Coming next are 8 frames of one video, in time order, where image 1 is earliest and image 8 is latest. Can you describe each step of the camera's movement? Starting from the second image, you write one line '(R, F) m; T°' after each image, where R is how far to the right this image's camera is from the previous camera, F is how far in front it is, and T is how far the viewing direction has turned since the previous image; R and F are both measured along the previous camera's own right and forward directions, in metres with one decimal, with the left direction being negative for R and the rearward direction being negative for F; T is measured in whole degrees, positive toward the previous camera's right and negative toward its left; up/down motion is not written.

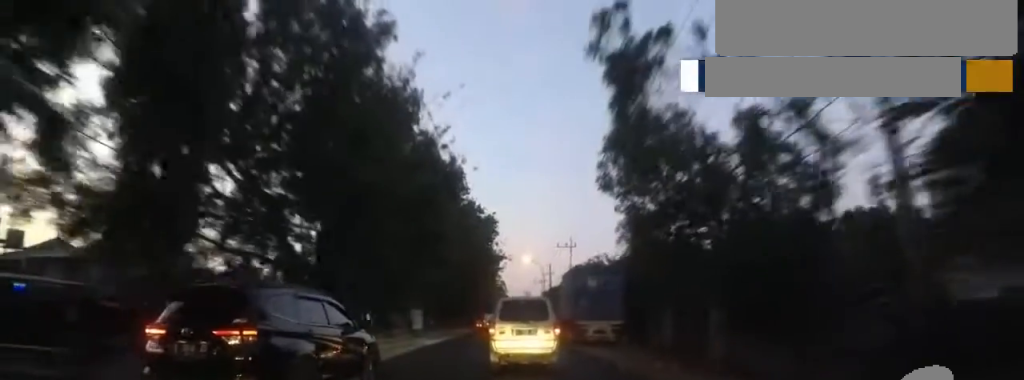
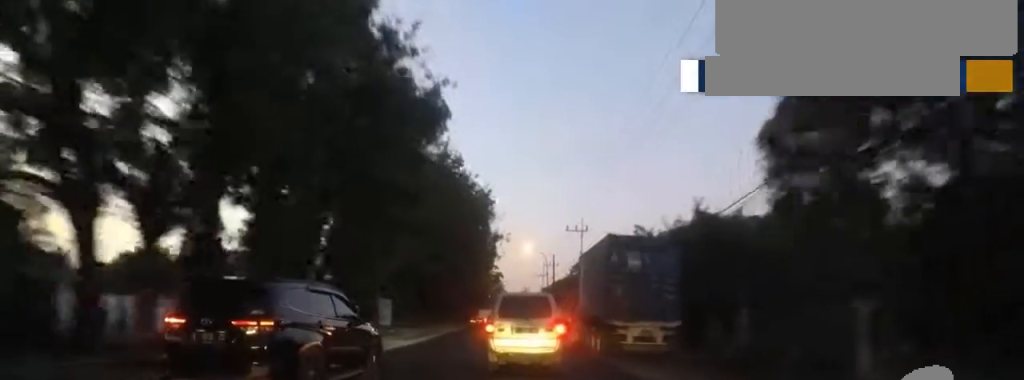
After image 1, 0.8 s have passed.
(-0.7, +7.6) m; 0°
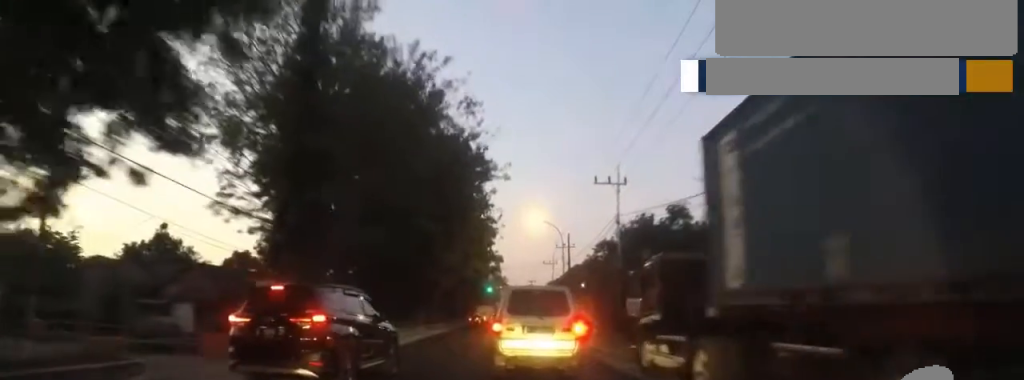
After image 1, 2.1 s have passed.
(+0.6, +12.2) m; -4°
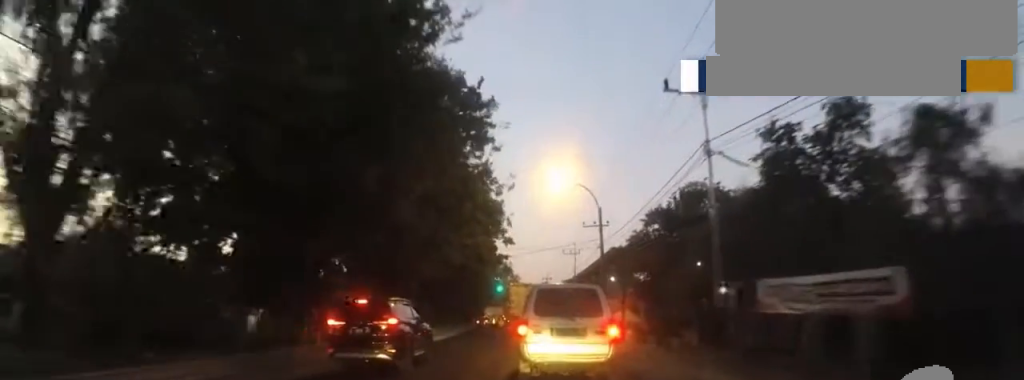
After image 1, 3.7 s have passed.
(-1.0, +11.2) m; -5°
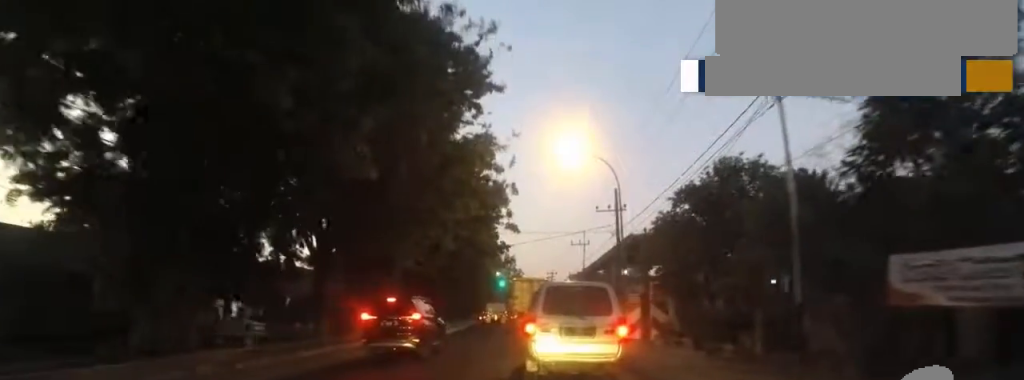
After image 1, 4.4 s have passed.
(0.0, +4.1) m; 0°
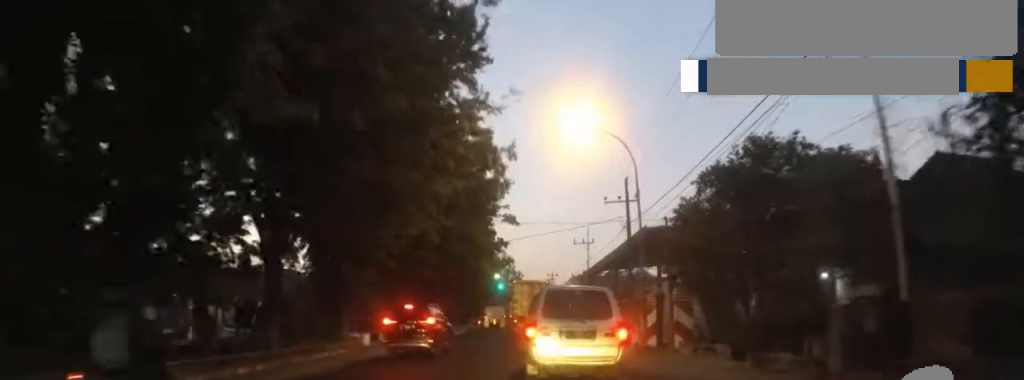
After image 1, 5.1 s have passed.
(0.0, +3.2) m; 0°
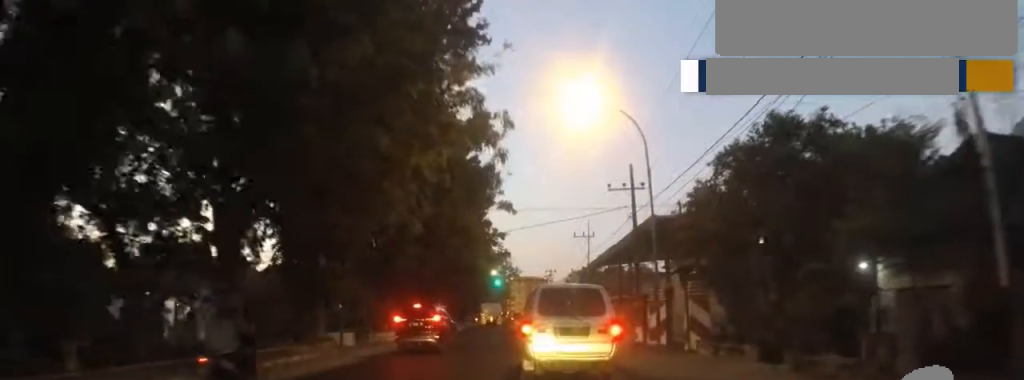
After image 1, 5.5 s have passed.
(0.0, +2.0) m; 0°
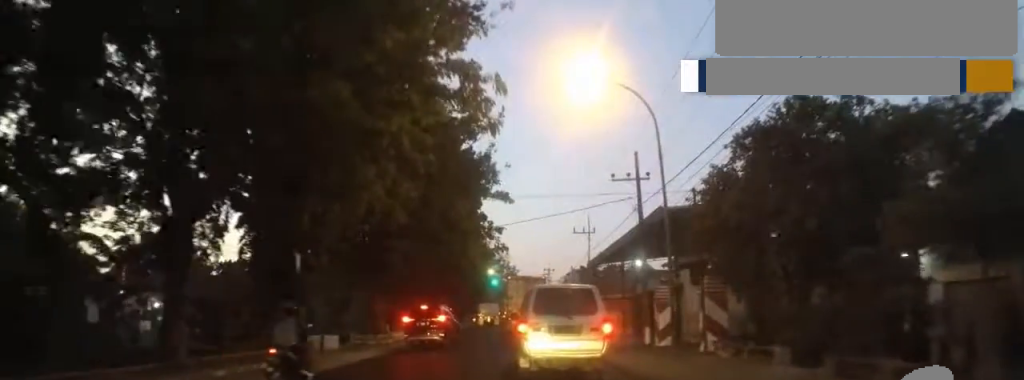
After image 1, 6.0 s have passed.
(0.0, +1.7) m; 0°
